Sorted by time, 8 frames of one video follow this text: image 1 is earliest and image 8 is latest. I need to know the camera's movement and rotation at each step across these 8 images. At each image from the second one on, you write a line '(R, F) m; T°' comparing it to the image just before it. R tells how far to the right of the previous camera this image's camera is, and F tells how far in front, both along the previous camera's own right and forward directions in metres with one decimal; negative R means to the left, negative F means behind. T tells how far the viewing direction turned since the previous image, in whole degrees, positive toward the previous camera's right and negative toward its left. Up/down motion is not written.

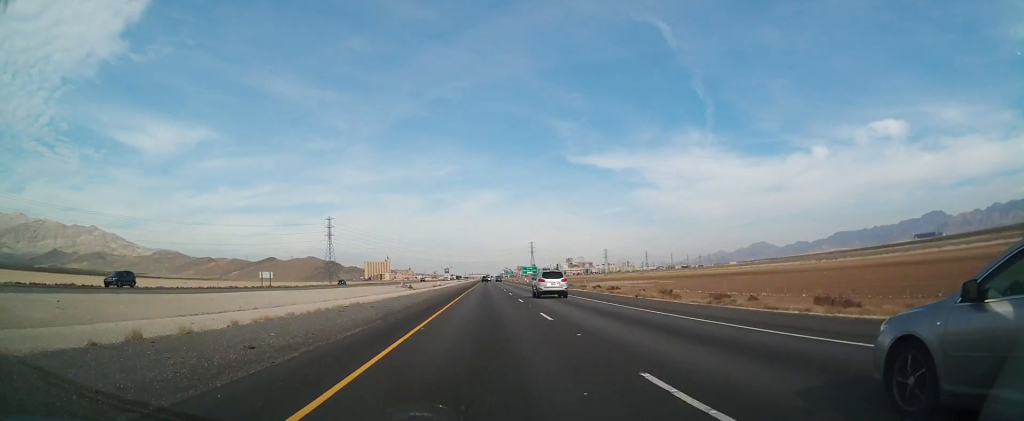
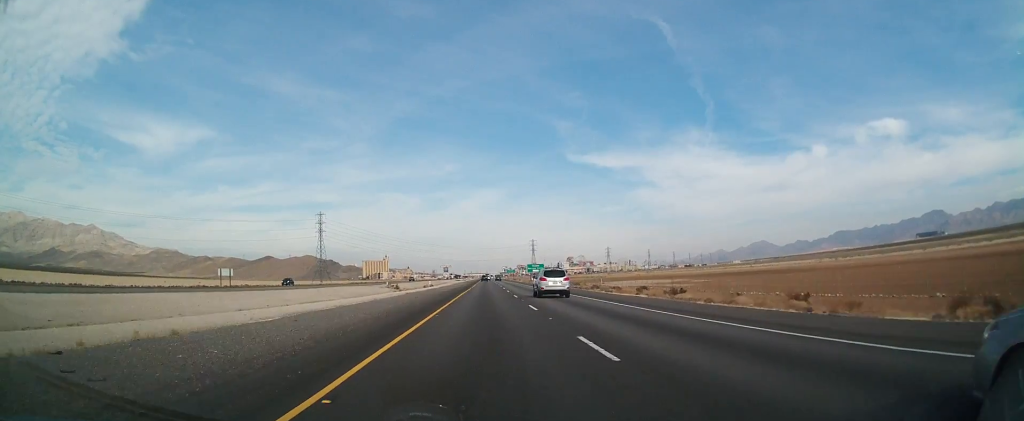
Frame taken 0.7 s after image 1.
(0.0, +24.0) m; 0°
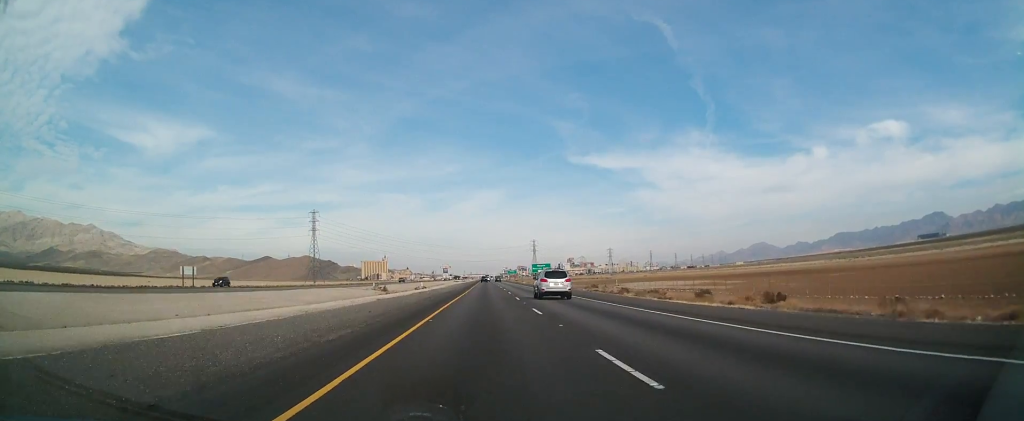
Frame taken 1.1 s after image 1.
(0.0, +16.8) m; 0°
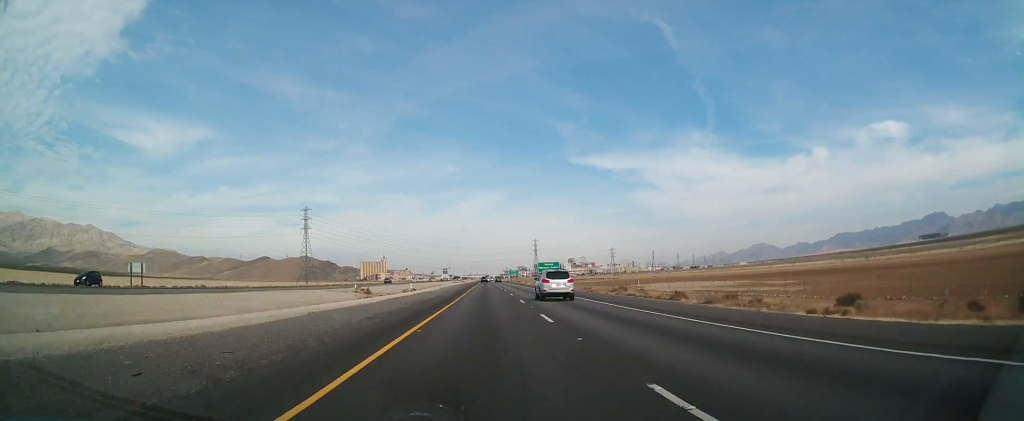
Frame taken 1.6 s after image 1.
(0.0, +18.0) m; 0°
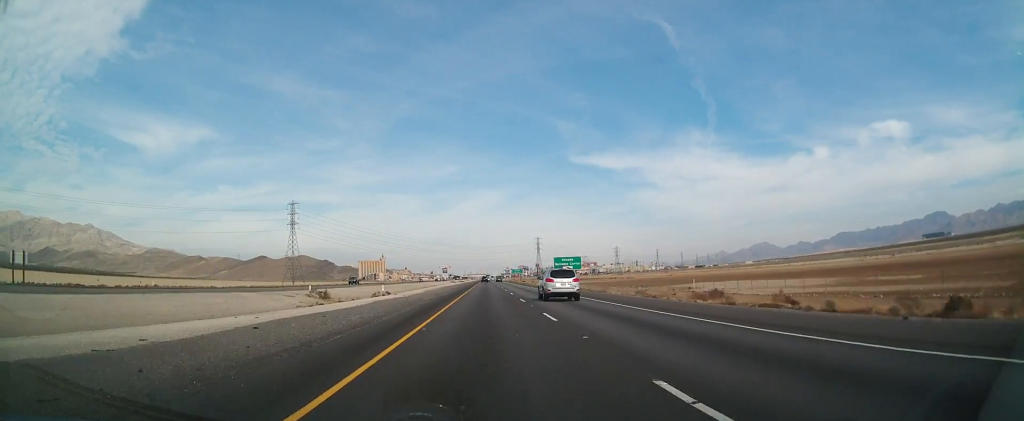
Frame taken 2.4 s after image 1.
(0.0, +28.9) m; 0°
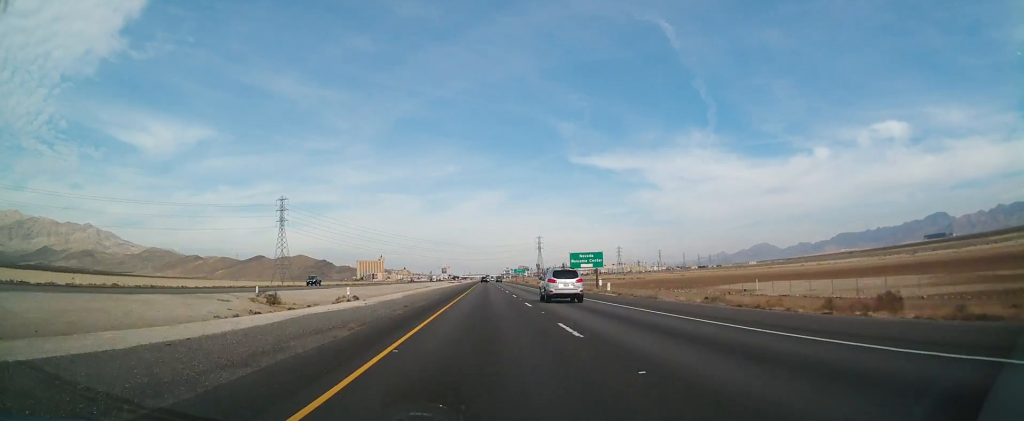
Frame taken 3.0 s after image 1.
(-0.1, +19.3) m; 0°
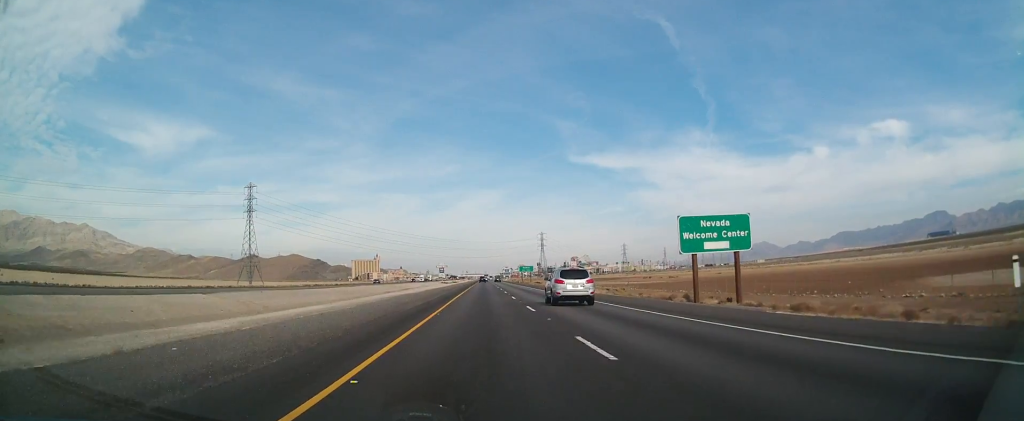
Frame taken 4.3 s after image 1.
(+0.3, +47.3) m; 0°
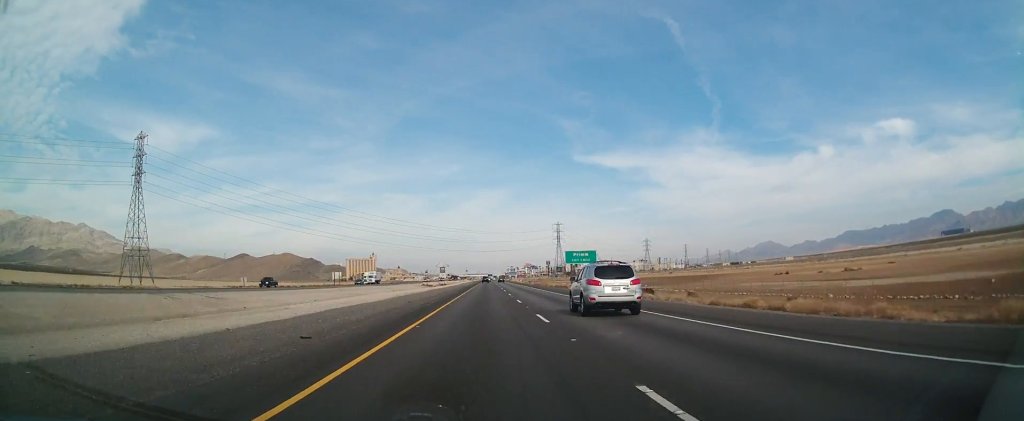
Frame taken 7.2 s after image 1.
(-0.7, +107.6) m; -1°
